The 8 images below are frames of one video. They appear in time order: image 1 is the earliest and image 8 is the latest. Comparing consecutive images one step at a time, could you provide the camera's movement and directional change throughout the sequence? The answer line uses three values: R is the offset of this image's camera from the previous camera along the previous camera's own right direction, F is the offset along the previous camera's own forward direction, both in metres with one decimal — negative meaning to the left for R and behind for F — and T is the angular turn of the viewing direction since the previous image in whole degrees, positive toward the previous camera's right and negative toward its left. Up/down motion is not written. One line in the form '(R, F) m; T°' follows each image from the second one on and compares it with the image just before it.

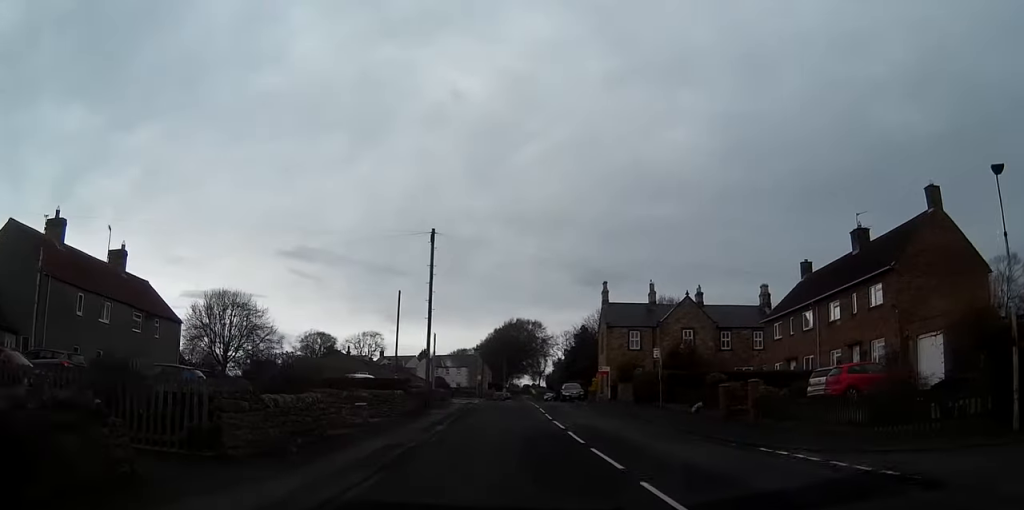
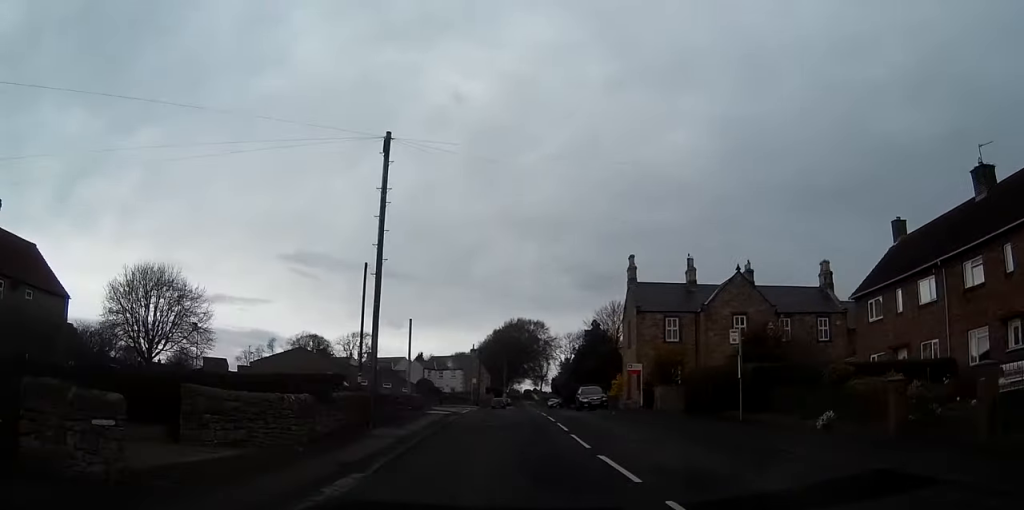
(+0.1, +14.6) m; 0°
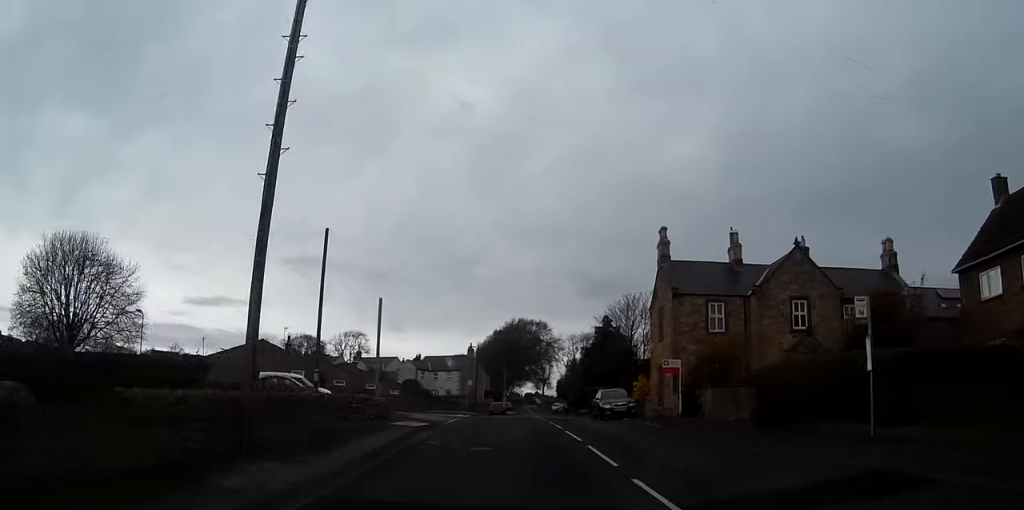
(0.0, +10.5) m; 0°
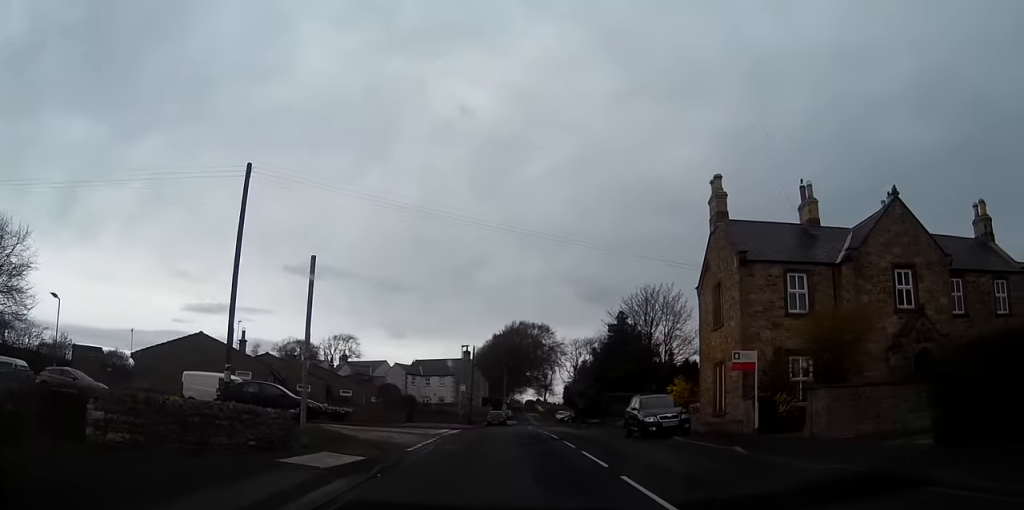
(0.0, +11.3) m; 0°
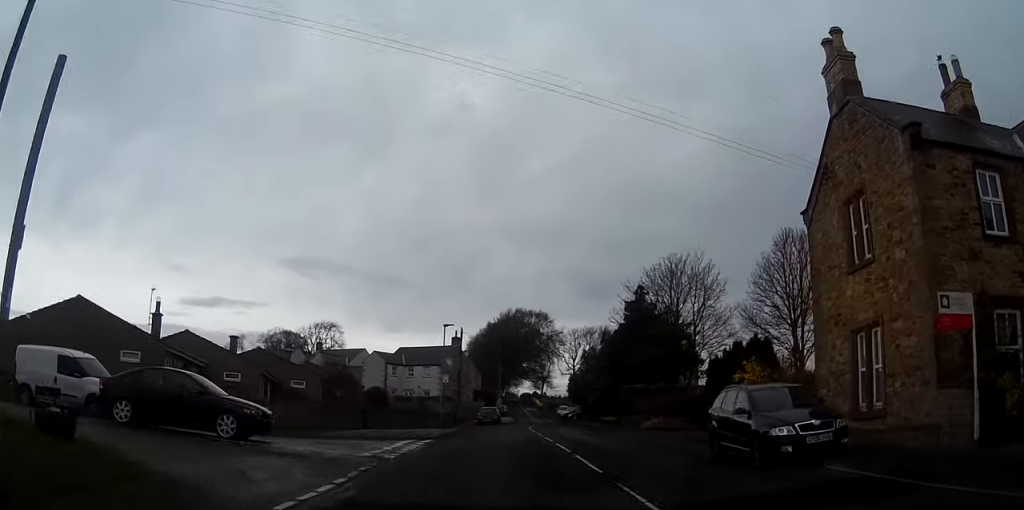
(-0.1, +12.9) m; 0°
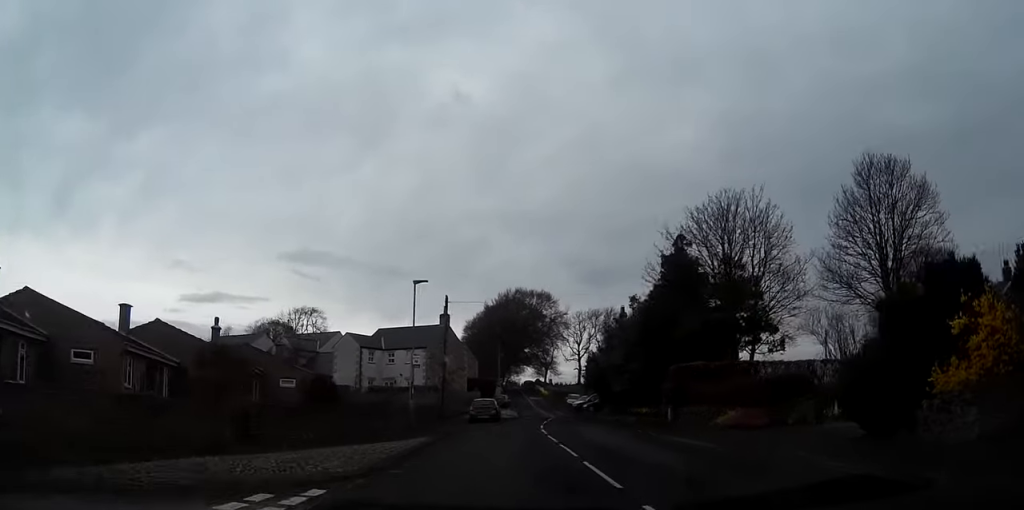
(0.0, +14.9) m; 0°
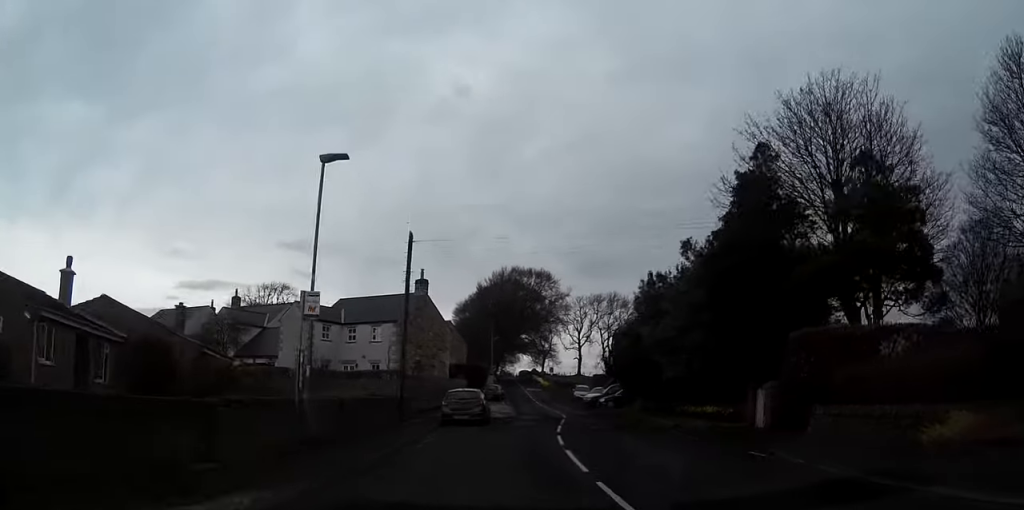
(0.0, +16.3) m; 0°
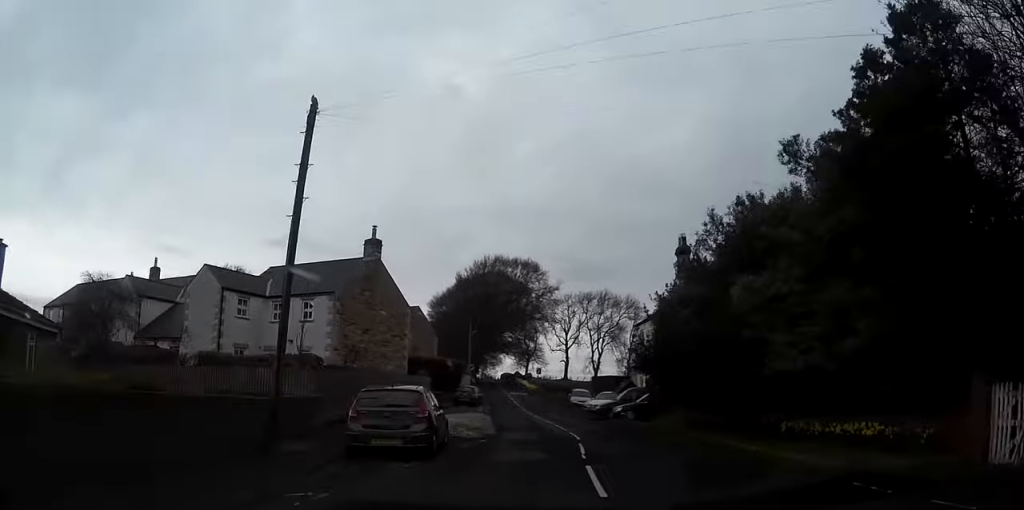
(+0.1, +14.8) m; +1°
